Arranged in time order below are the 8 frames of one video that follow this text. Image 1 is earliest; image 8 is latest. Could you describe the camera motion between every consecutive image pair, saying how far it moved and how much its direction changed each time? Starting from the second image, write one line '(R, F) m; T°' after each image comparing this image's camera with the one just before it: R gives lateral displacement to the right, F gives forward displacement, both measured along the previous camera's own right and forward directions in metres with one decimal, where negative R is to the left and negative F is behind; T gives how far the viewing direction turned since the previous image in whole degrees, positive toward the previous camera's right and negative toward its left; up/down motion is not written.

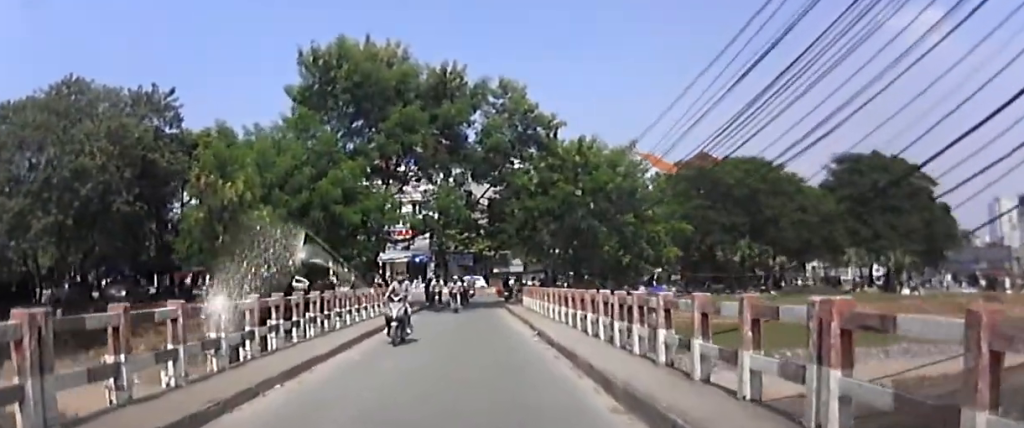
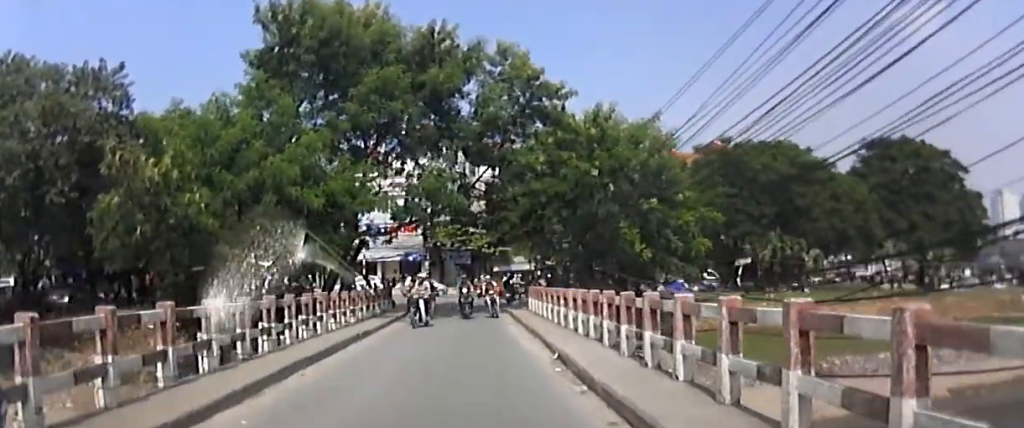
(0.0, +3.9) m; +1°
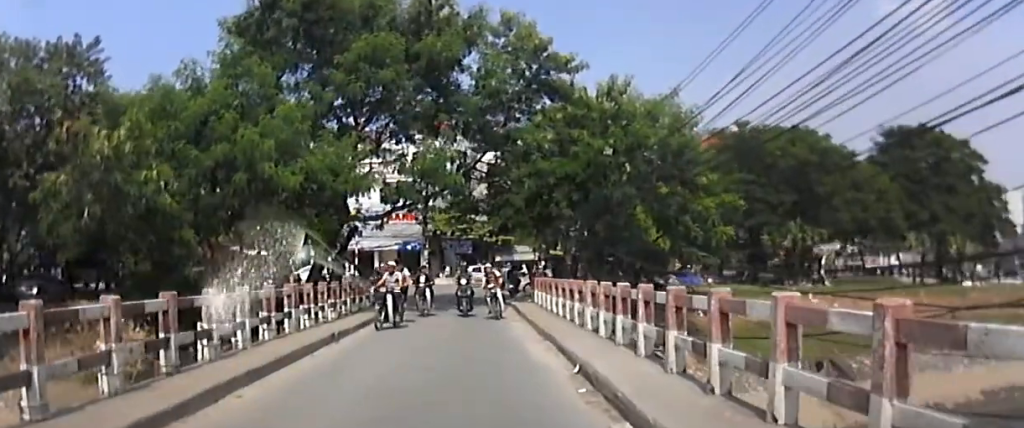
(0.0, +1.7) m; 0°
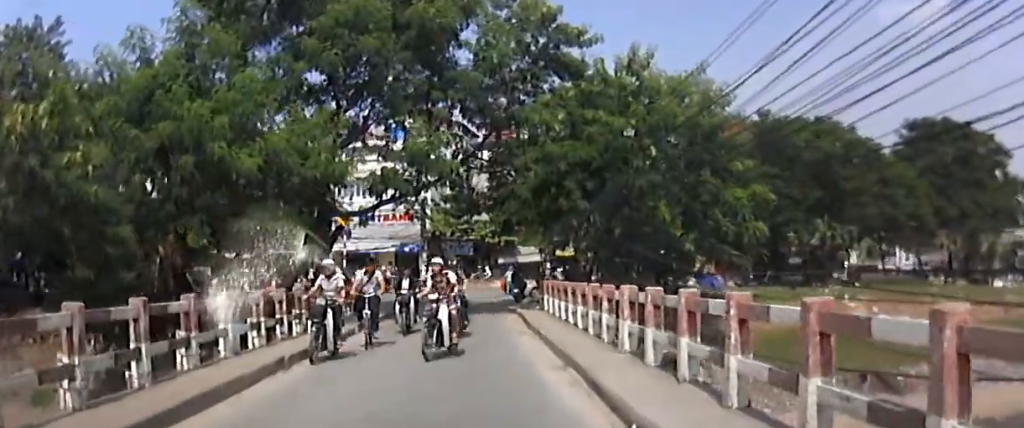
(0.0, +2.3) m; 0°
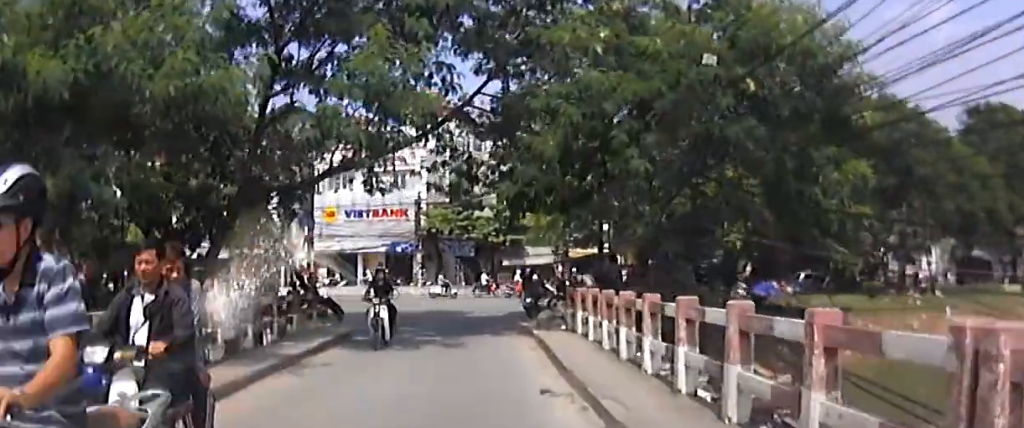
(-0.1, +6.8) m; -4°
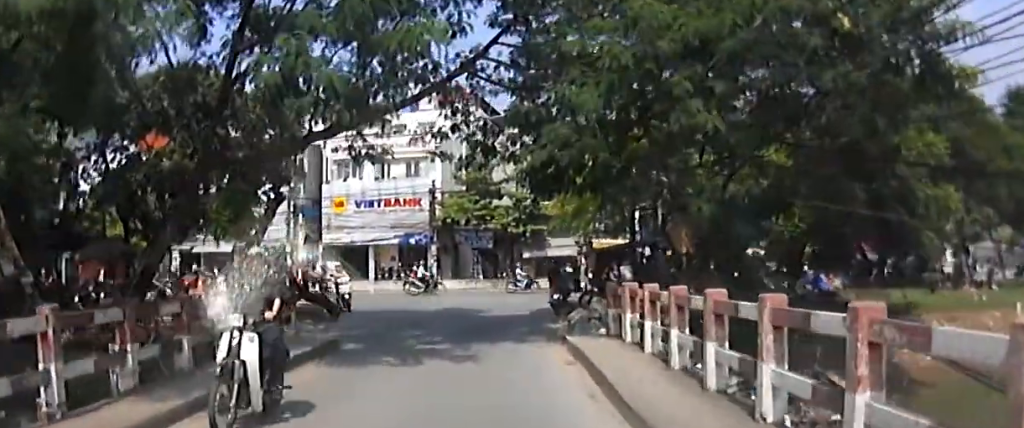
(-0.1, +4.2) m; -3°
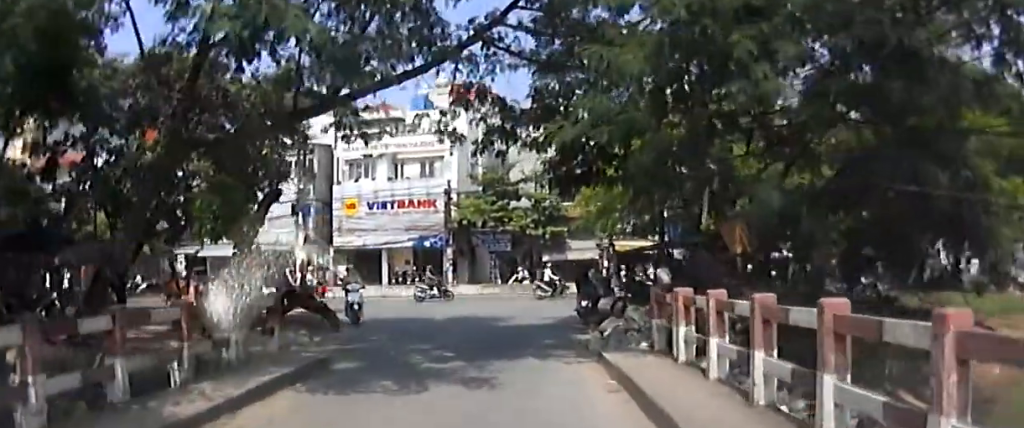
(-0.1, +3.2) m; -1°
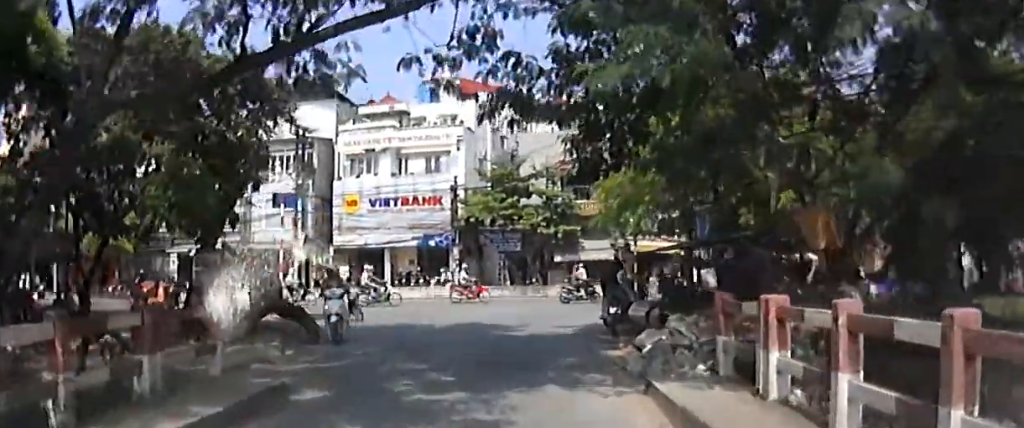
(0.0, +4.2) m; +1°
